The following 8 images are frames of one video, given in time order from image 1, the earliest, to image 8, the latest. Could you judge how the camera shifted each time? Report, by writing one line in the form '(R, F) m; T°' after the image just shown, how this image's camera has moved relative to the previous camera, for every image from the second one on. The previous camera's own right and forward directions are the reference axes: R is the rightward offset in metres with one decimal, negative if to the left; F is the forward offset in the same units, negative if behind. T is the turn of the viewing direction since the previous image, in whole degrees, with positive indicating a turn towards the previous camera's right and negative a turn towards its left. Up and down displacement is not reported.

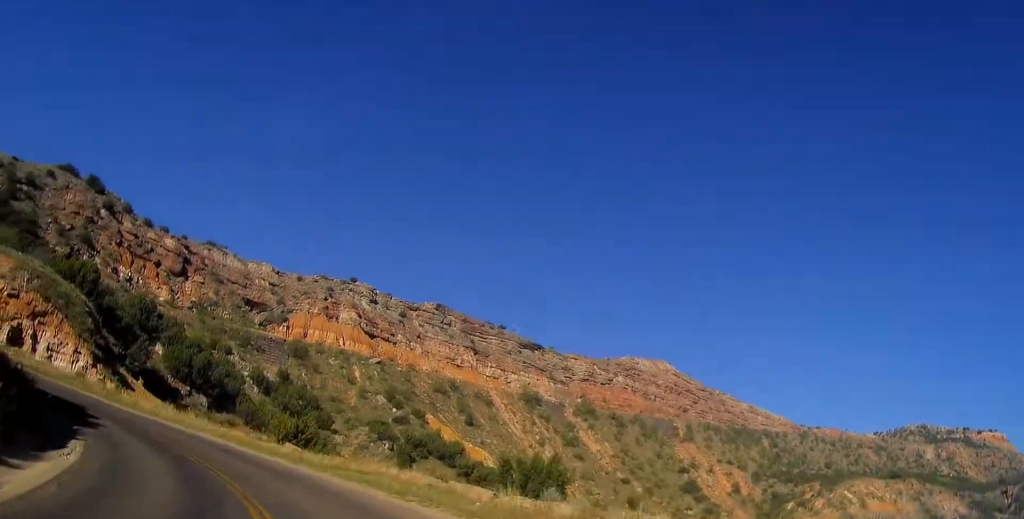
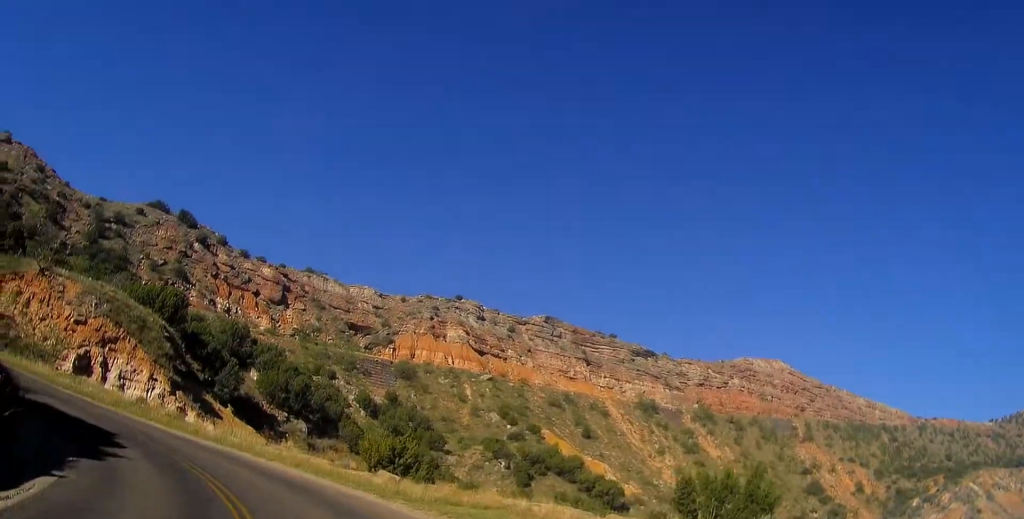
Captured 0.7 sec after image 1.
(-0.5, +5.2) m; -12°
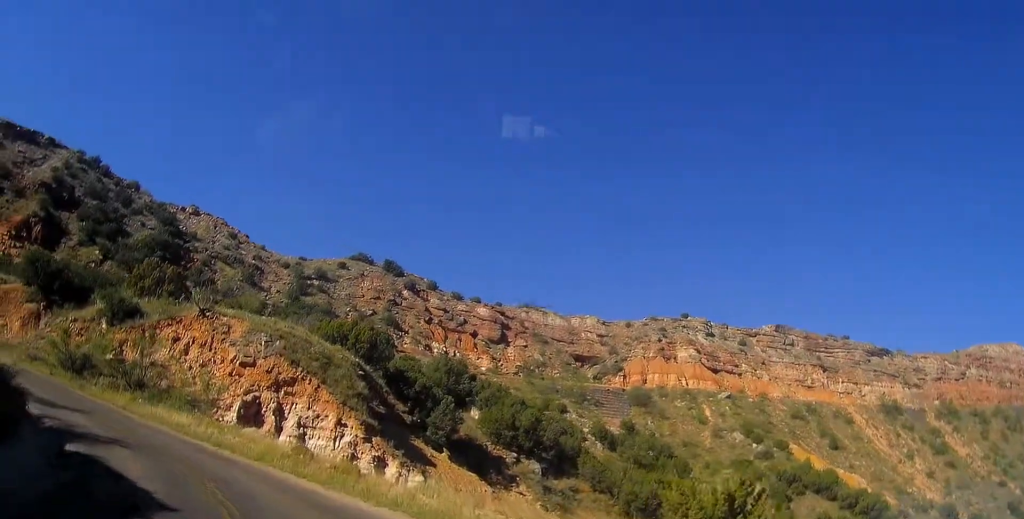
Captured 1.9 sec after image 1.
(-2.1, +9.5) m; -25°
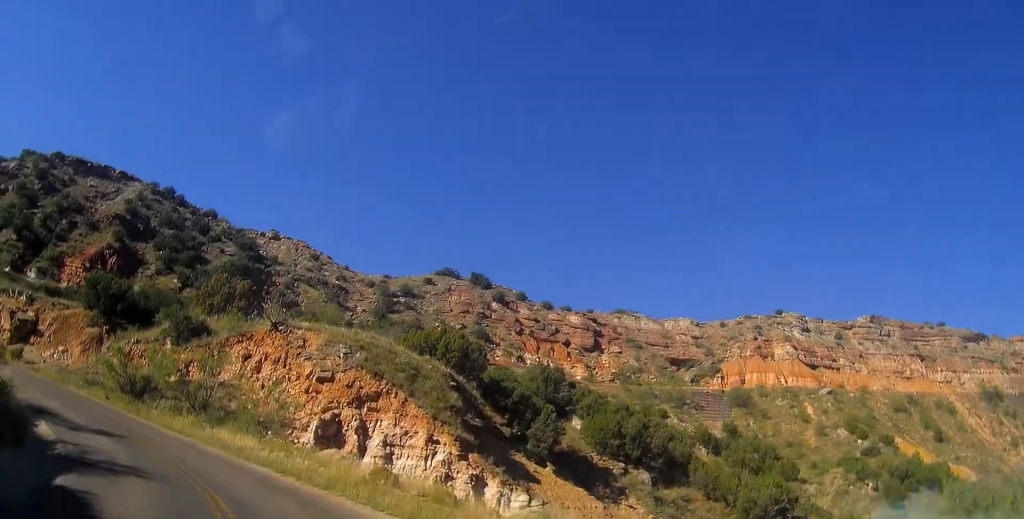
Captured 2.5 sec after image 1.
(-0.2, +4.2) m; -10°
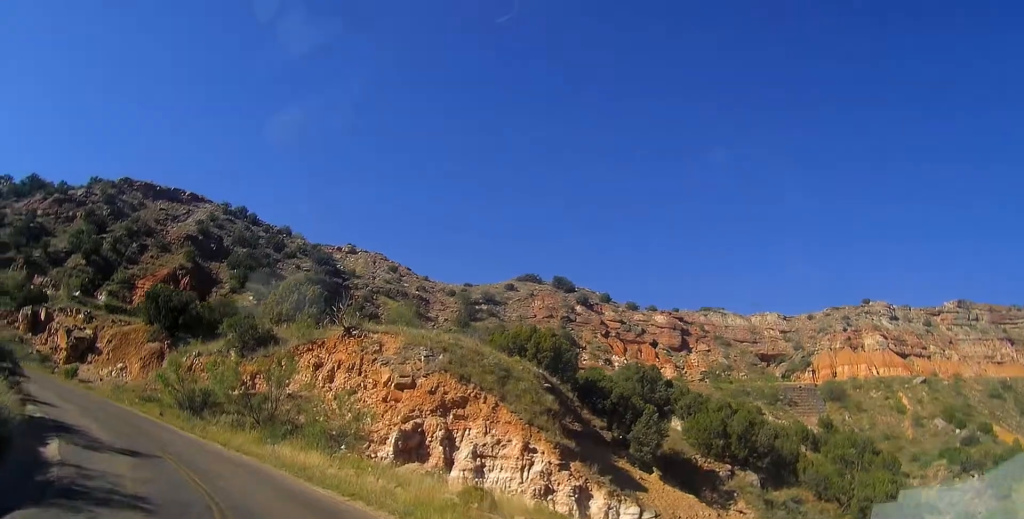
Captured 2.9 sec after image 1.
(-0.5, +3.7) m; -6°
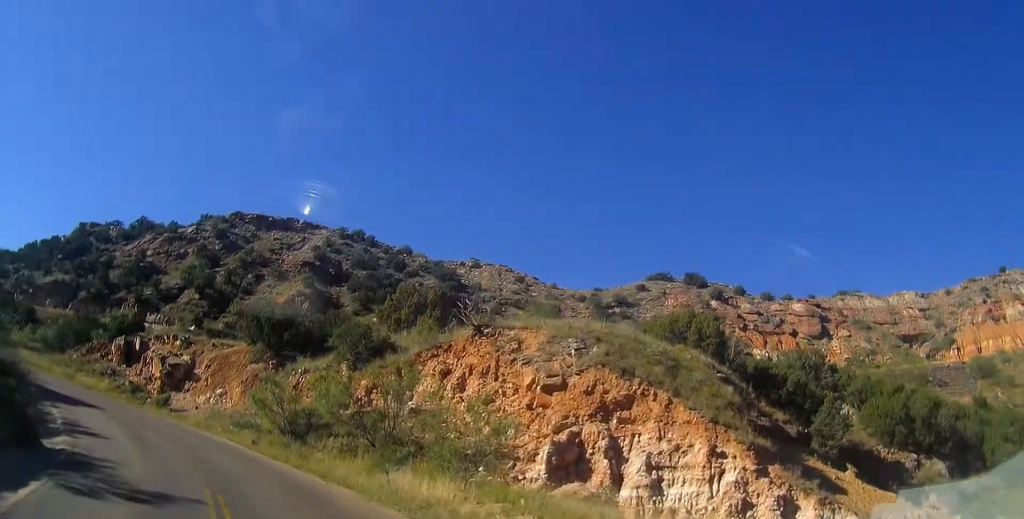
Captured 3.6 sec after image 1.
(-0.5, +5.7) m; -9°
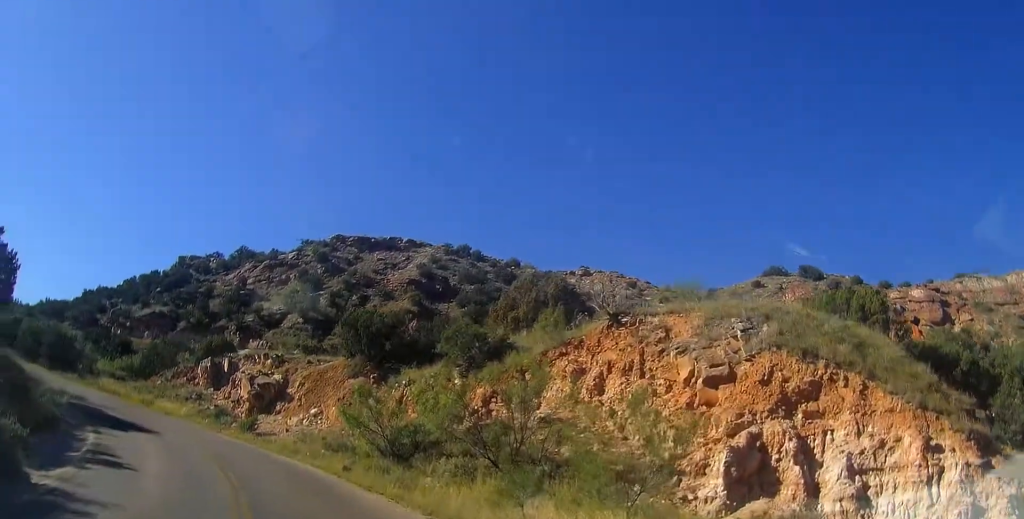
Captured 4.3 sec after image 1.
(-0.2, +5.4) m; -7°
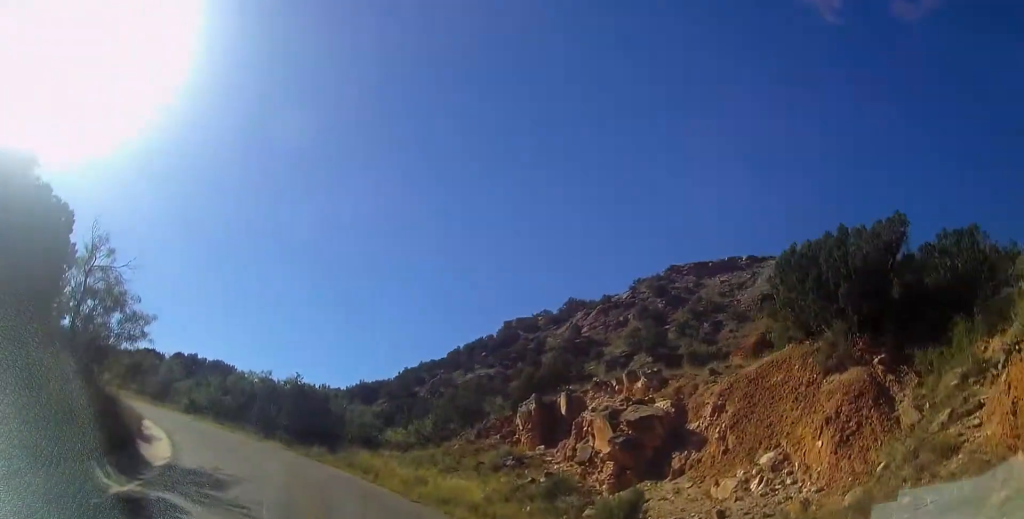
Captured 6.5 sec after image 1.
(-5.9, +18.9) m; -36°
